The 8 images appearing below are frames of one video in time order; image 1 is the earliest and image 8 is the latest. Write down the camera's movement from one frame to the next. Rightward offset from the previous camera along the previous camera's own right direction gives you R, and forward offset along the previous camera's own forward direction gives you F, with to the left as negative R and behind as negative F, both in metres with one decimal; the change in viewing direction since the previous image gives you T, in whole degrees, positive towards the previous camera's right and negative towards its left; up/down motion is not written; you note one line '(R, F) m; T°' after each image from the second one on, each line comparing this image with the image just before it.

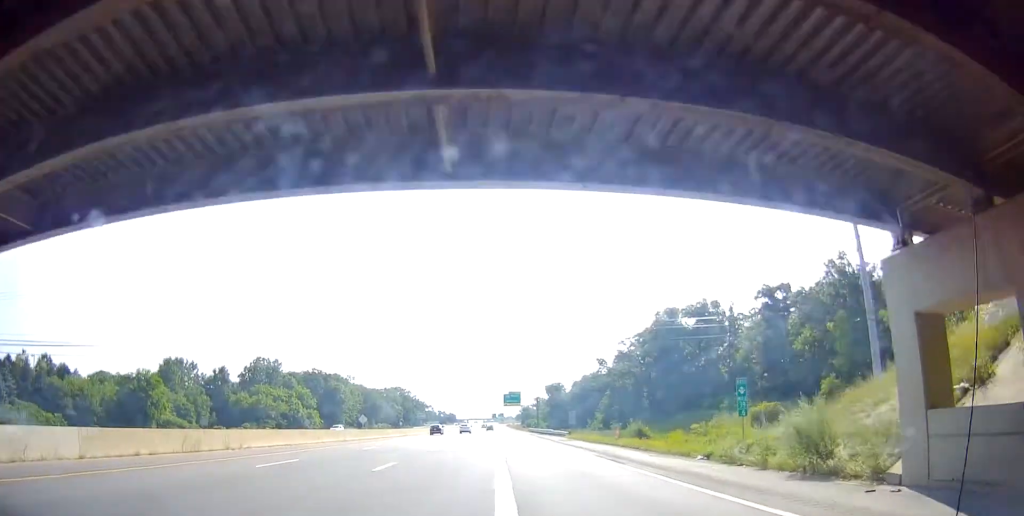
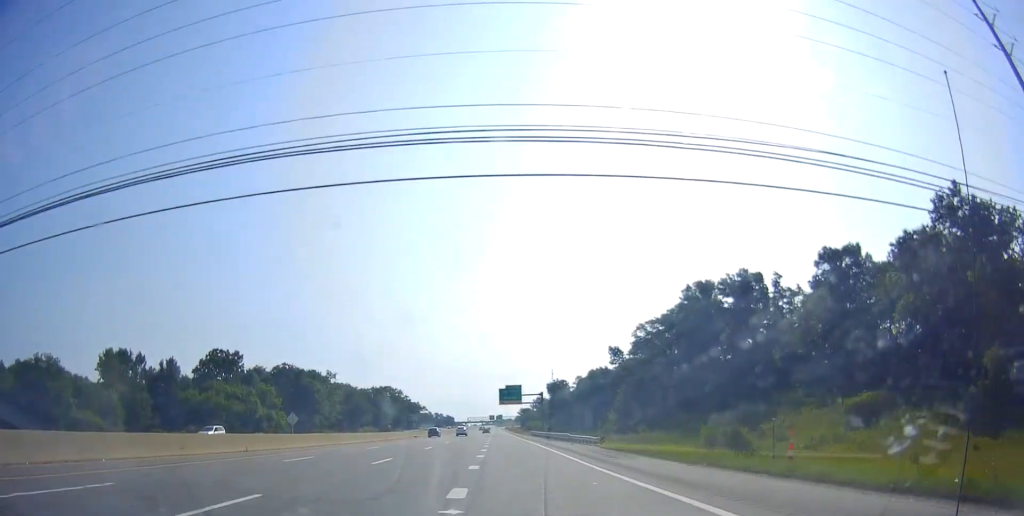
(0.0, +26.0) m; 0°
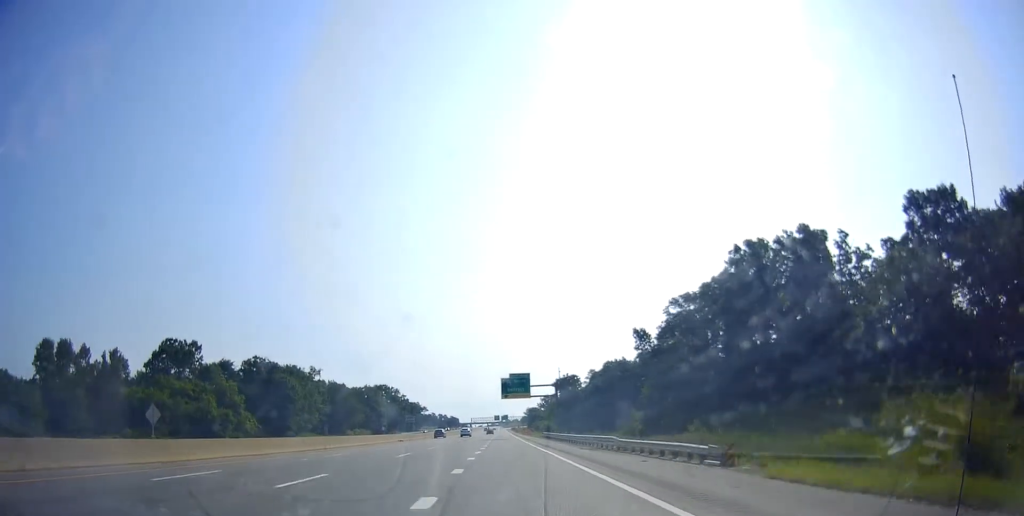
(-0.1, +24.2) m; +1°
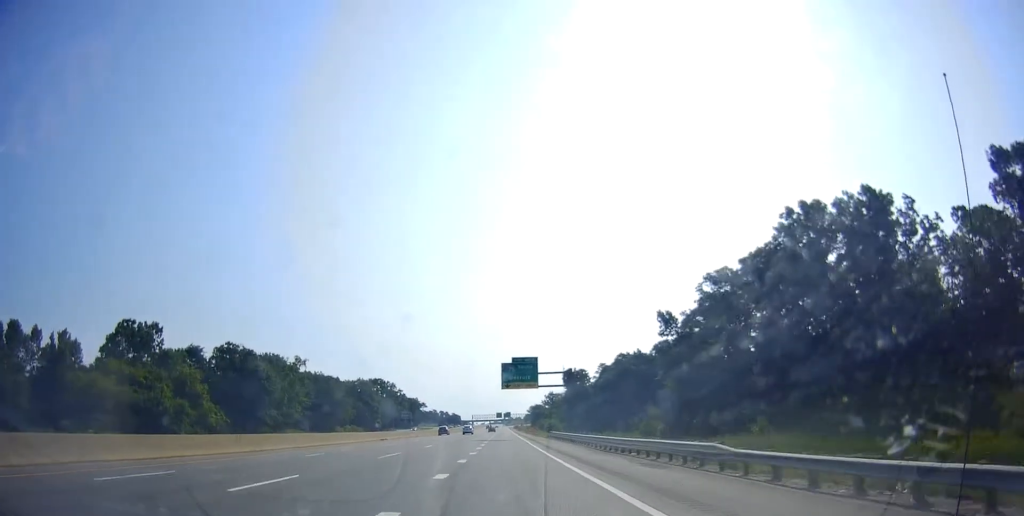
(+0.4, +17.7) m; 0°
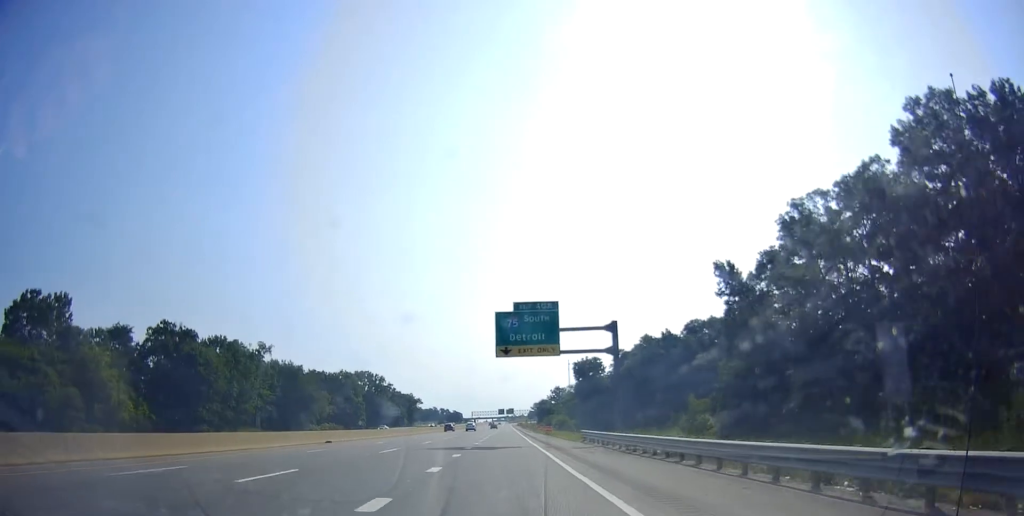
(-0.2, +29.5) m; -2°
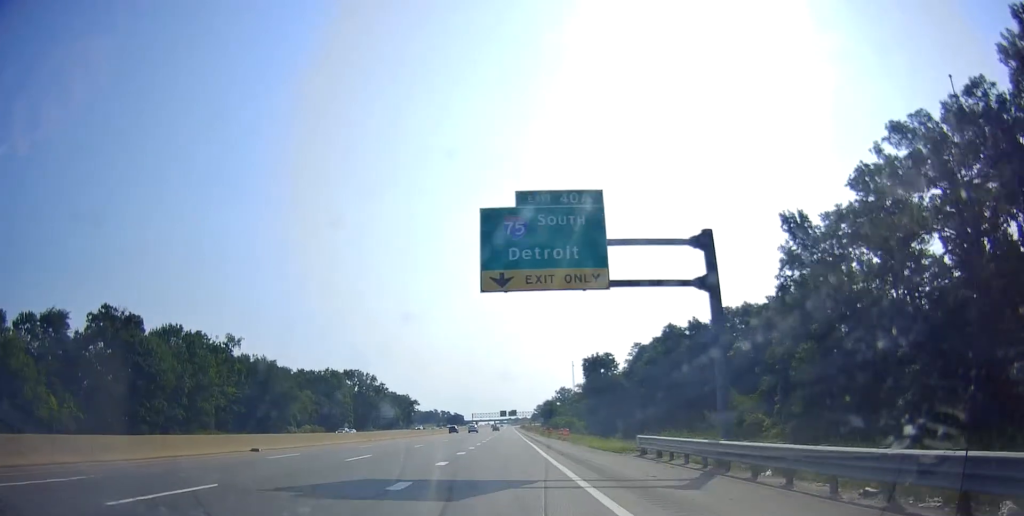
(-0.3, +20.1) m; -1°
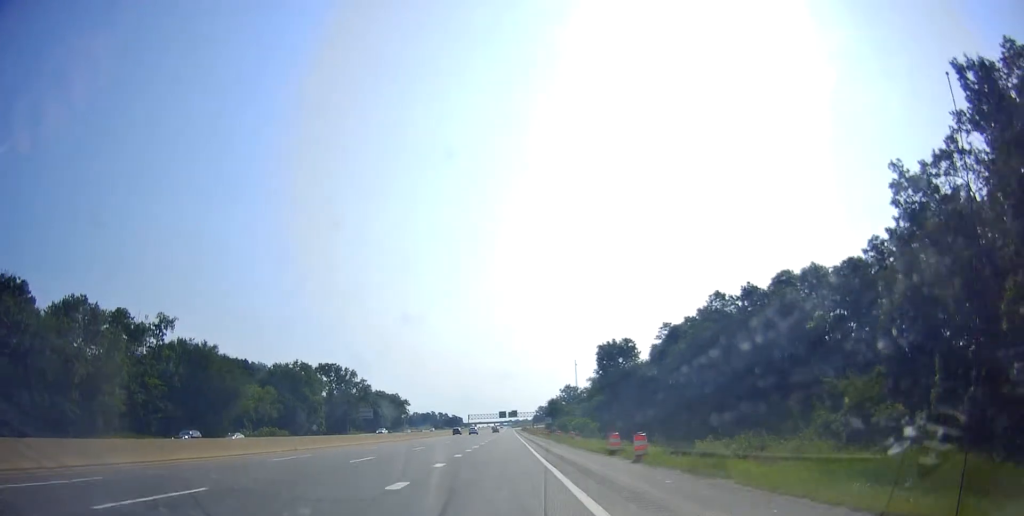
(+0.1, +29.8) m; +1°
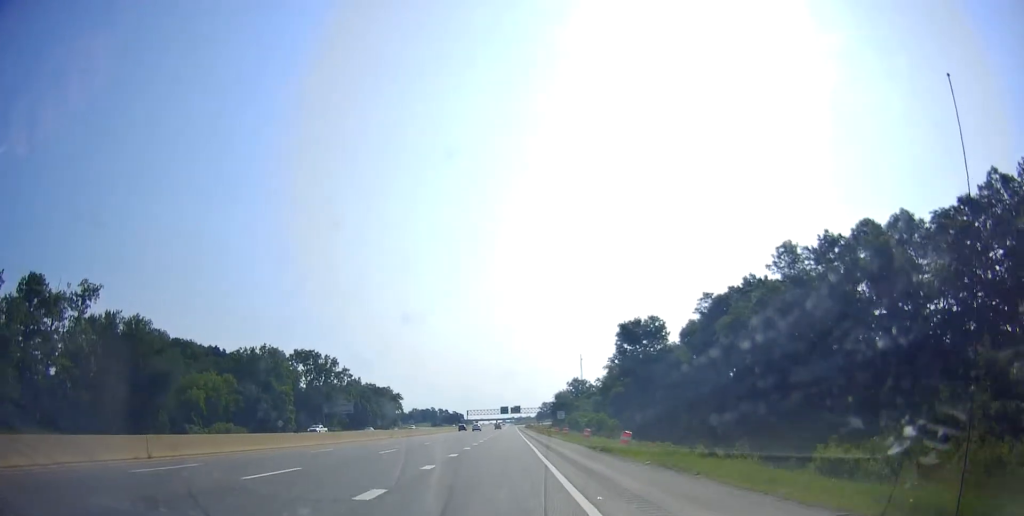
(+0.2, +25.0) m; 0°
